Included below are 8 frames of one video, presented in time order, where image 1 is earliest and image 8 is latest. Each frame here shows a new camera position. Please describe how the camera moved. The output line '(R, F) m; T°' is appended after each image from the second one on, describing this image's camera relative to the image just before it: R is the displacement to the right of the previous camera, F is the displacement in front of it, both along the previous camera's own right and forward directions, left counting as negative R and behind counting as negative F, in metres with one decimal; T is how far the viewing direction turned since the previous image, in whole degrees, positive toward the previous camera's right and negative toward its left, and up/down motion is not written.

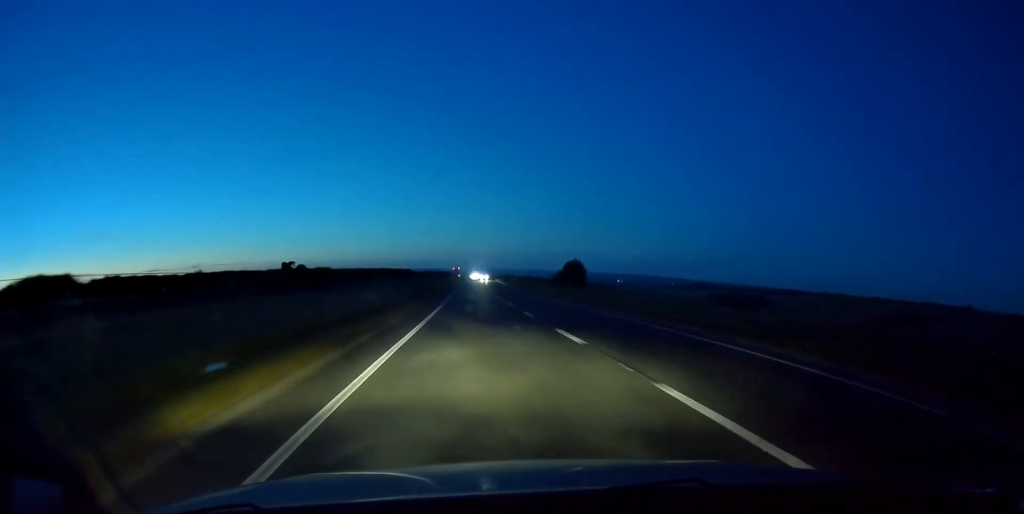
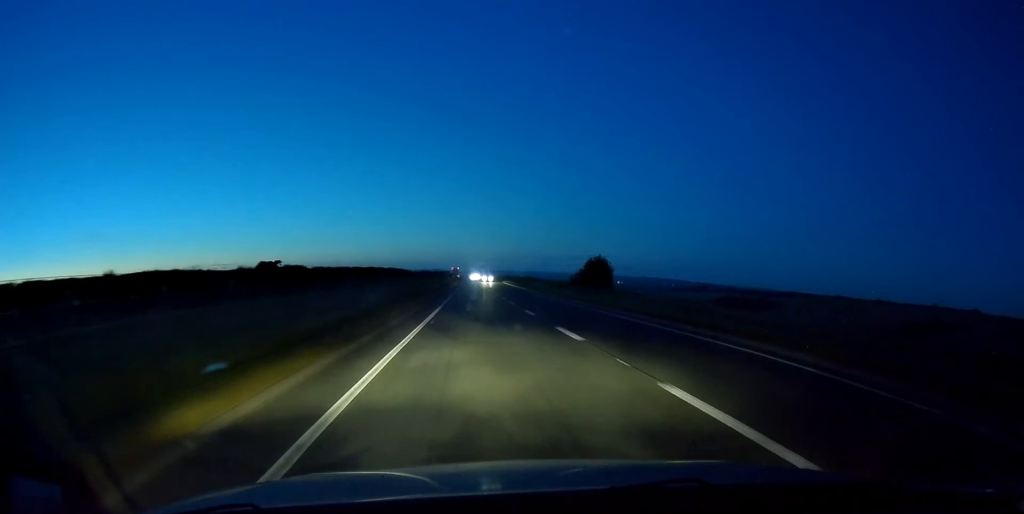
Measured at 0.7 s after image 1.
(-0.2, +17.5) m; 0°
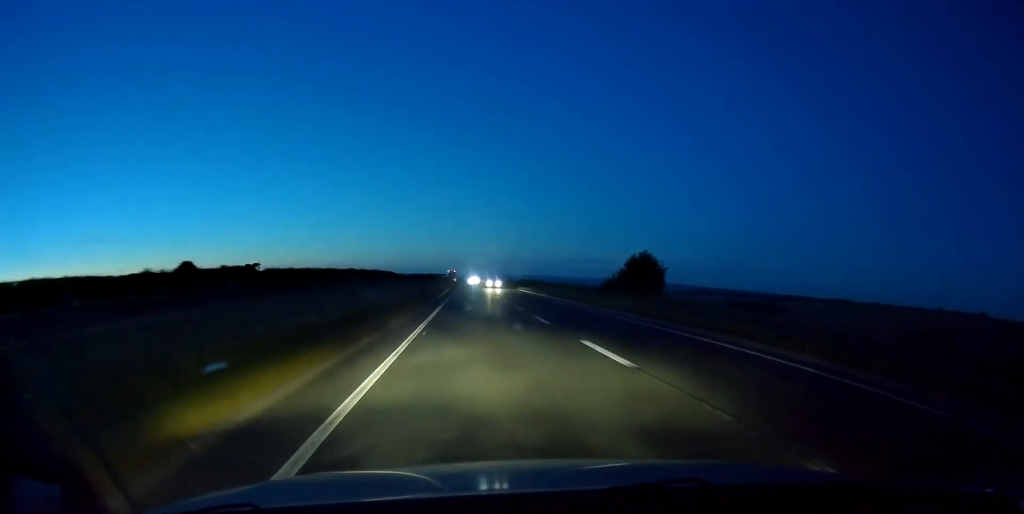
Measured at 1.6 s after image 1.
(+0.3, +21.1) m; +1°
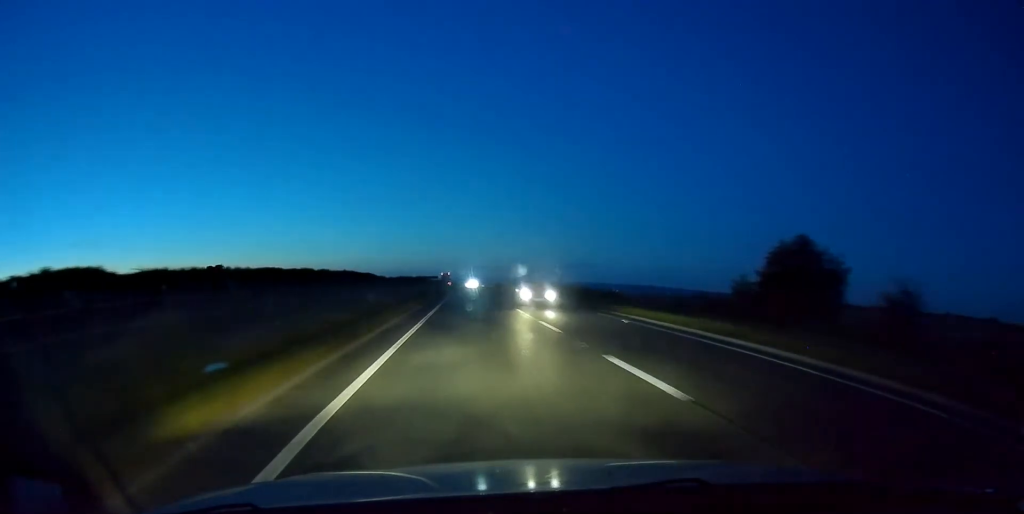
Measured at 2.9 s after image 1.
(0.0, +28.5) m; 0°
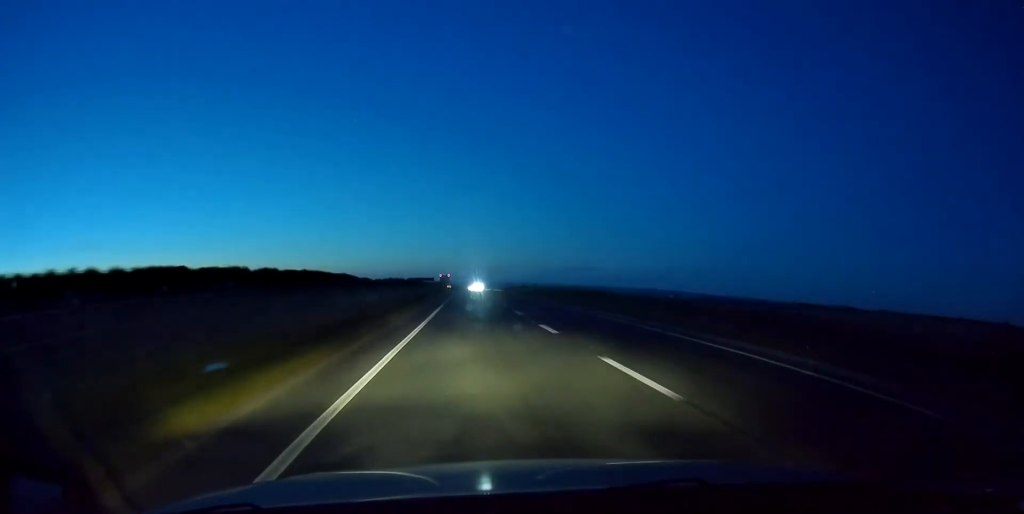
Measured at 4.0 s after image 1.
(0.0, +25.3) m; 0°
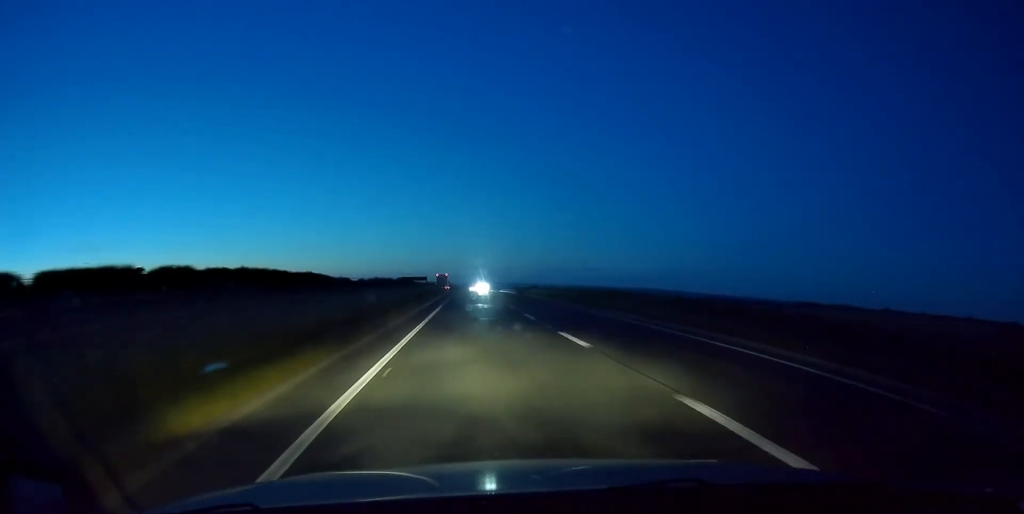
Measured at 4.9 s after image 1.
(0.0, +20.8) m; +1°
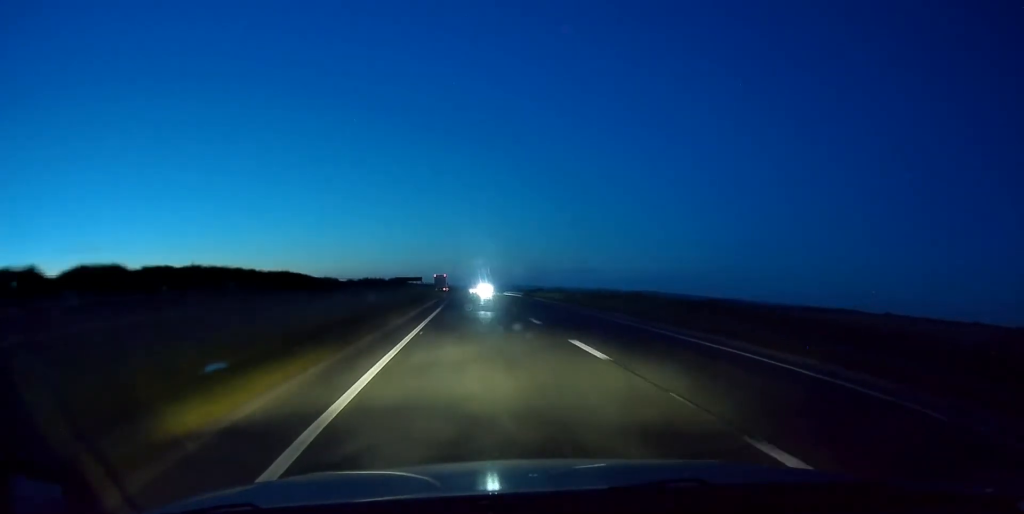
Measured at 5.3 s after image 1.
(+0.1, +10.0) m; 0°
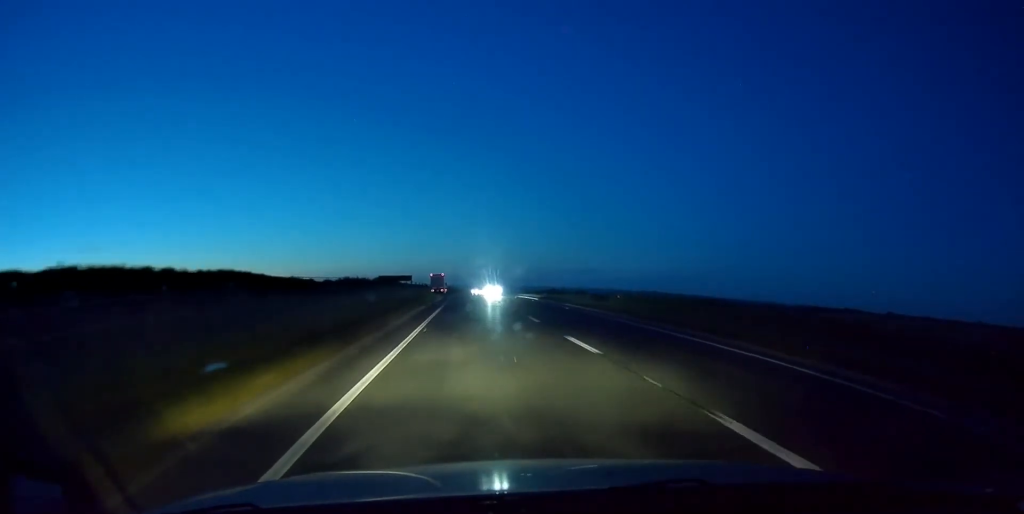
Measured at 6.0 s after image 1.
(+0.2, +17.0) m; 0°
